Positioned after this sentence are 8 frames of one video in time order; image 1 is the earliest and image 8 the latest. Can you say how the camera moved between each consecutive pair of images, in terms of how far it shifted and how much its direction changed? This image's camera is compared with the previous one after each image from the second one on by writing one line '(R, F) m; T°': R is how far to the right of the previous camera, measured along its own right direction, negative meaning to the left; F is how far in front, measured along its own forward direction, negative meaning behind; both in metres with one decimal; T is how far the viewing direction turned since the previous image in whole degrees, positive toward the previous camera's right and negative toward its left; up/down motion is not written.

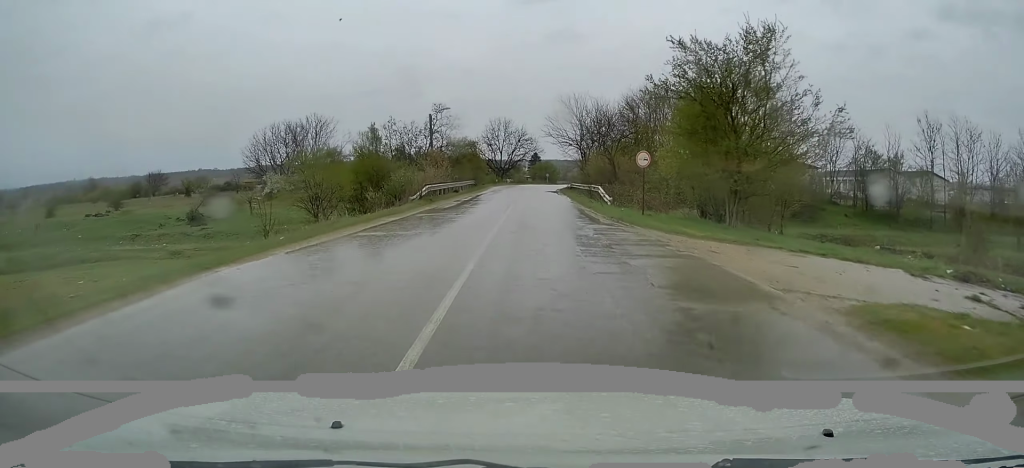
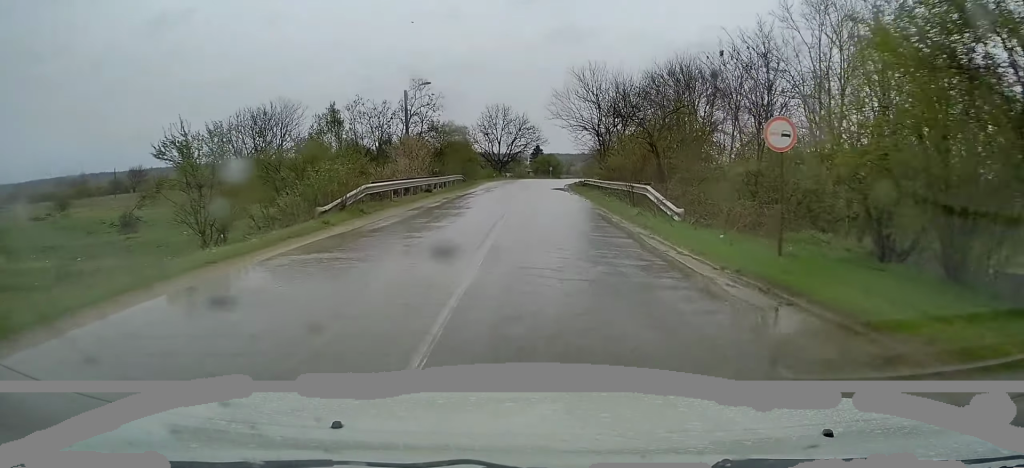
(0.0, +12.8) m; 0°
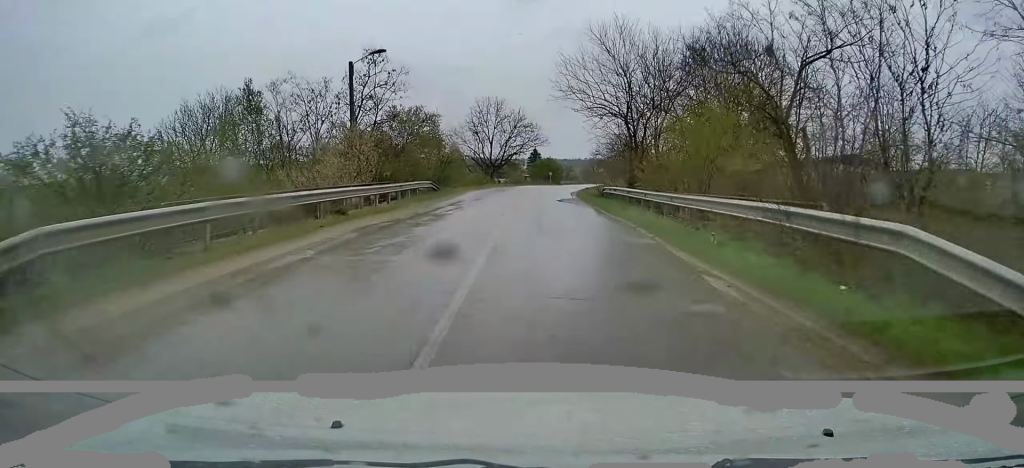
(0.0, +14.1) m; 0°
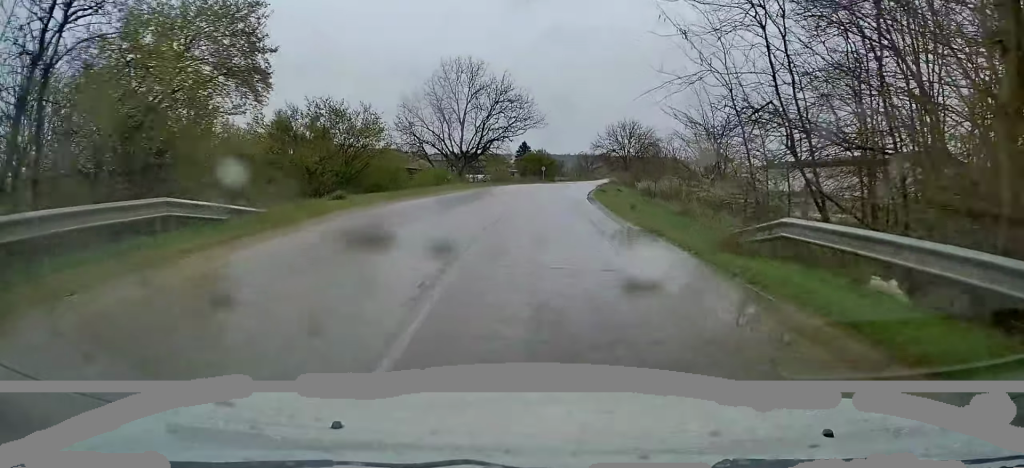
(+0.4, +24.9) m; +2°
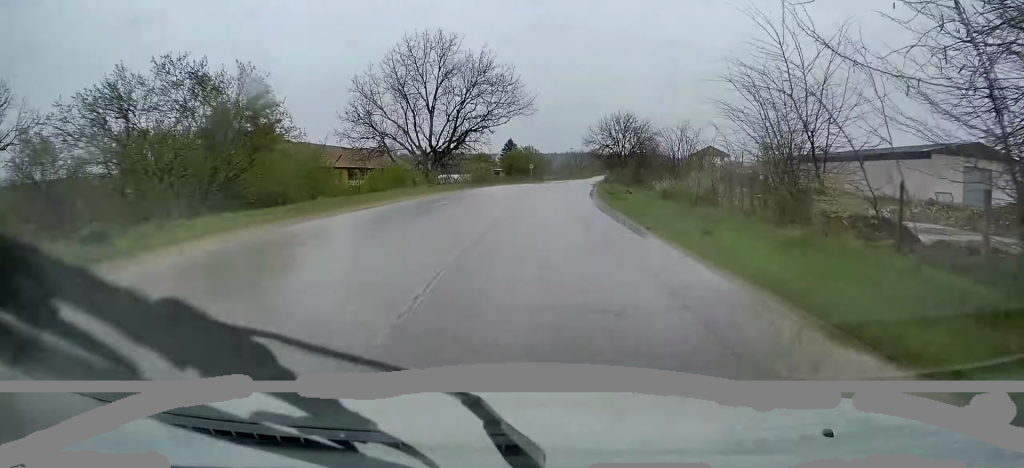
(+0.1, +10.7) m; +1°
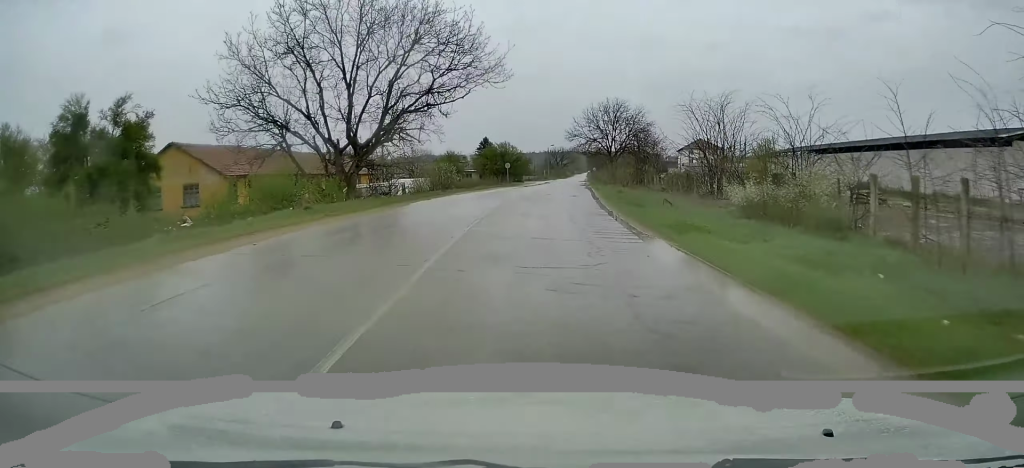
(0.0, +16.1) m; +1°
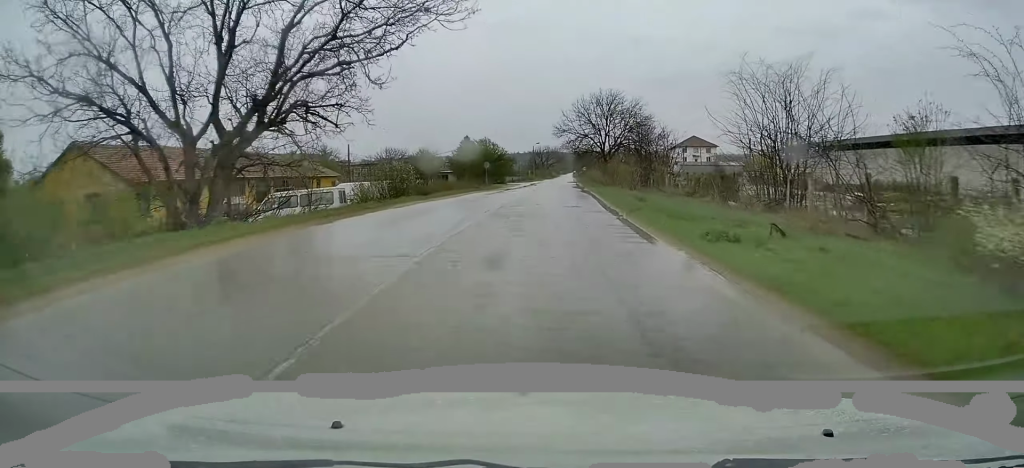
(0.0, +11.9) m; +2°
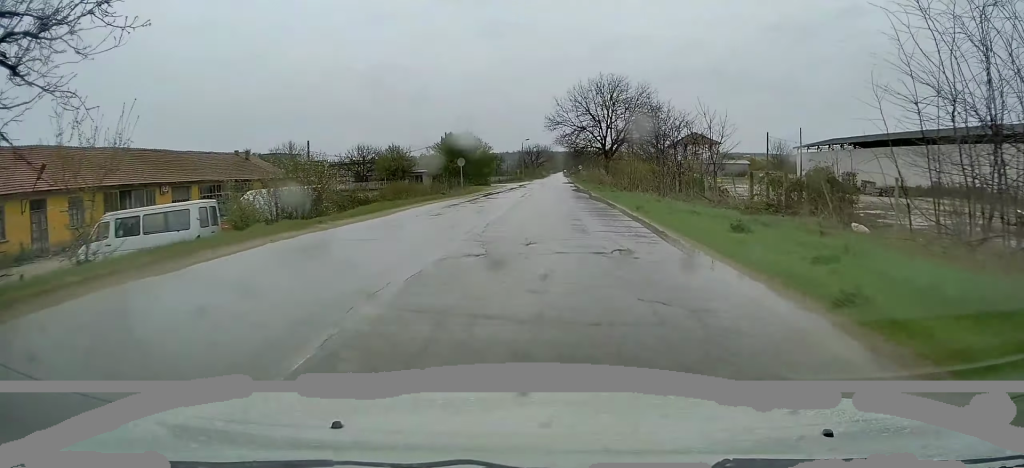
(+0.5, +14.1) m; +2°
